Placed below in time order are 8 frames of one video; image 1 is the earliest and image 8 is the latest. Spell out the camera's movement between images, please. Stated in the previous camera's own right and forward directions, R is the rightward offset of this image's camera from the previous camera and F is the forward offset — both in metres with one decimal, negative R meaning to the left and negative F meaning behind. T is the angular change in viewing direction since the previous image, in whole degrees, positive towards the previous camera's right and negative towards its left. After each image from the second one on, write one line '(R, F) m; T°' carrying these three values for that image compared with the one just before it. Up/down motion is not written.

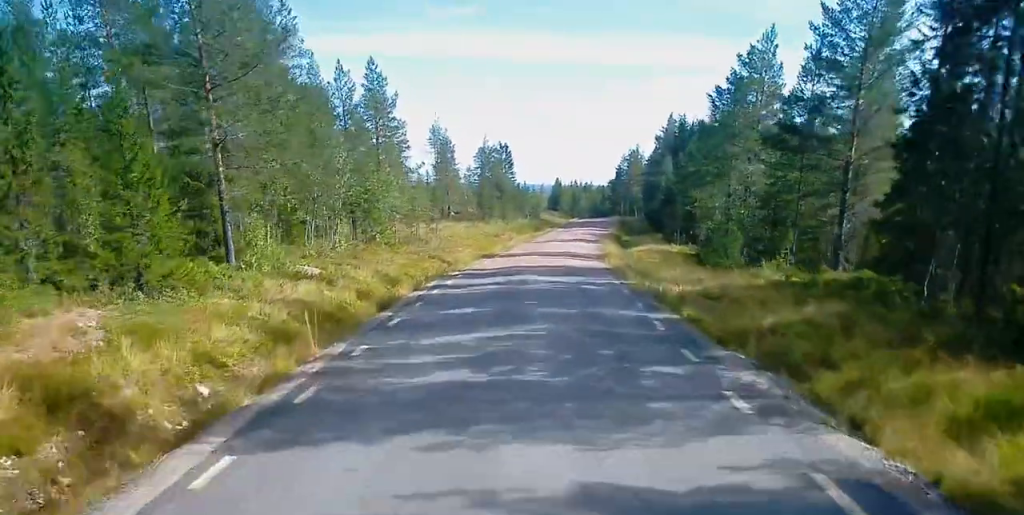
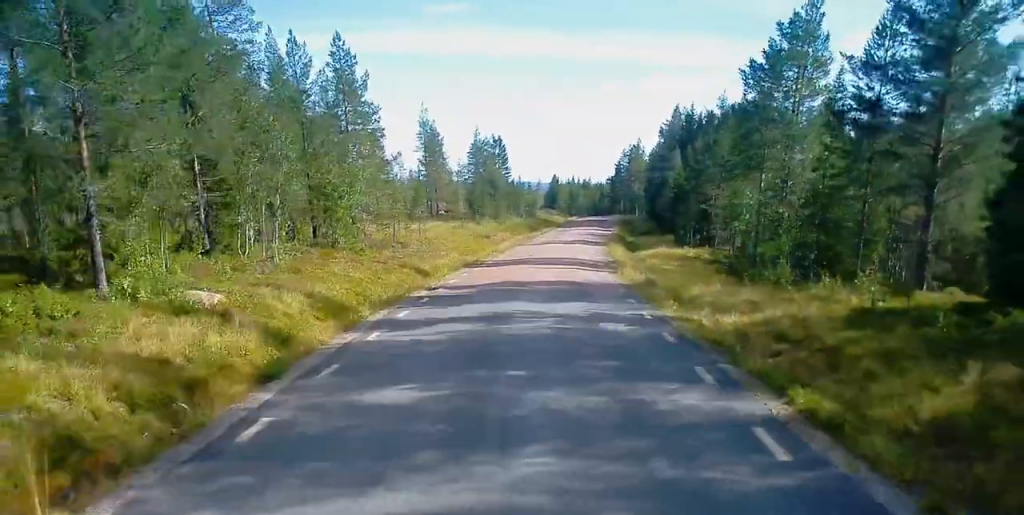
(0.0, +7.6) m; +1°
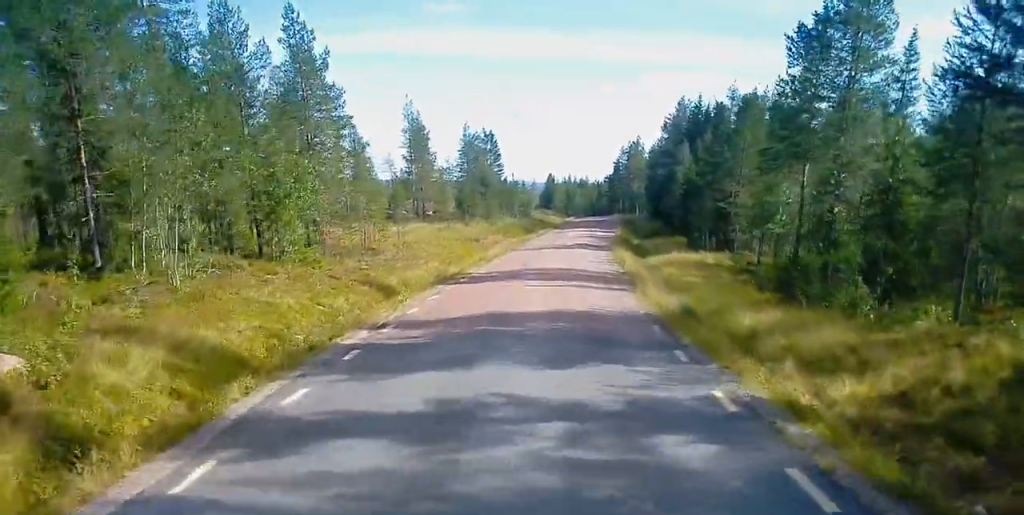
(-0.1, +7.4) m; +1°
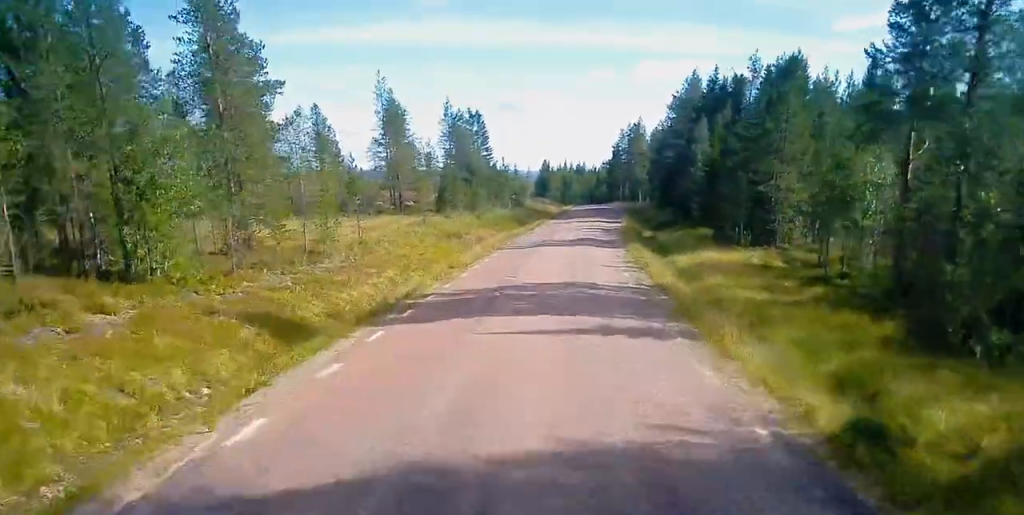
(+0.2, +10.4) m; +1°
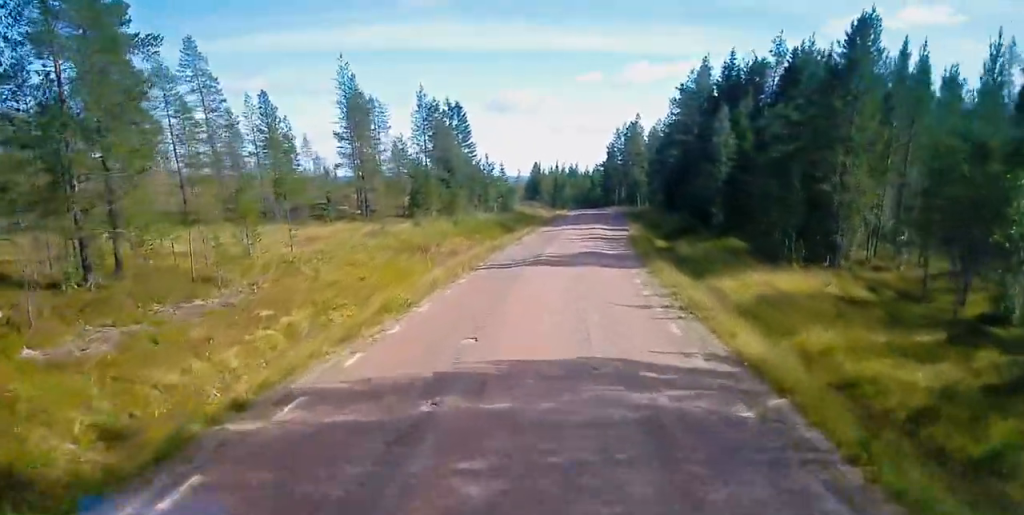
(+0.1, +10.6) m; +1°
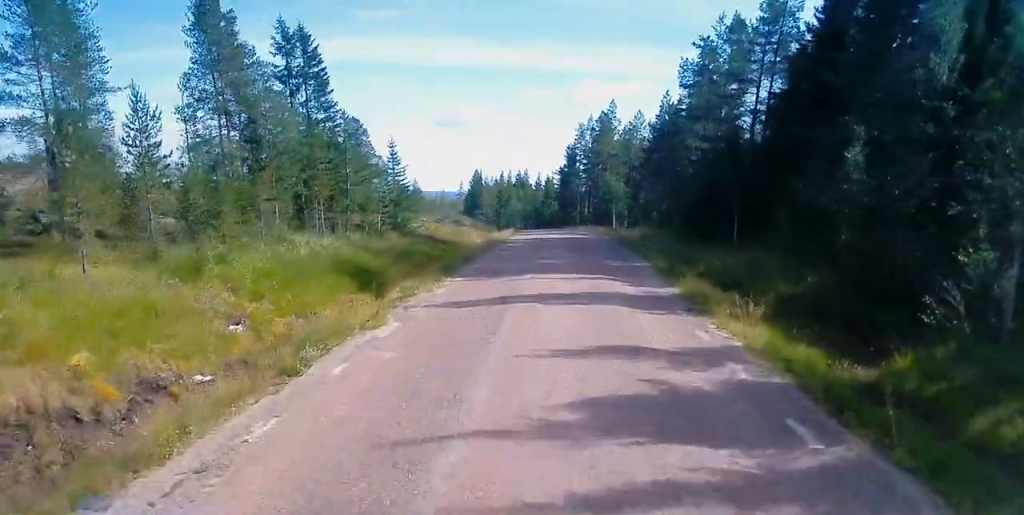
(0.0, +36.0) m; 0°
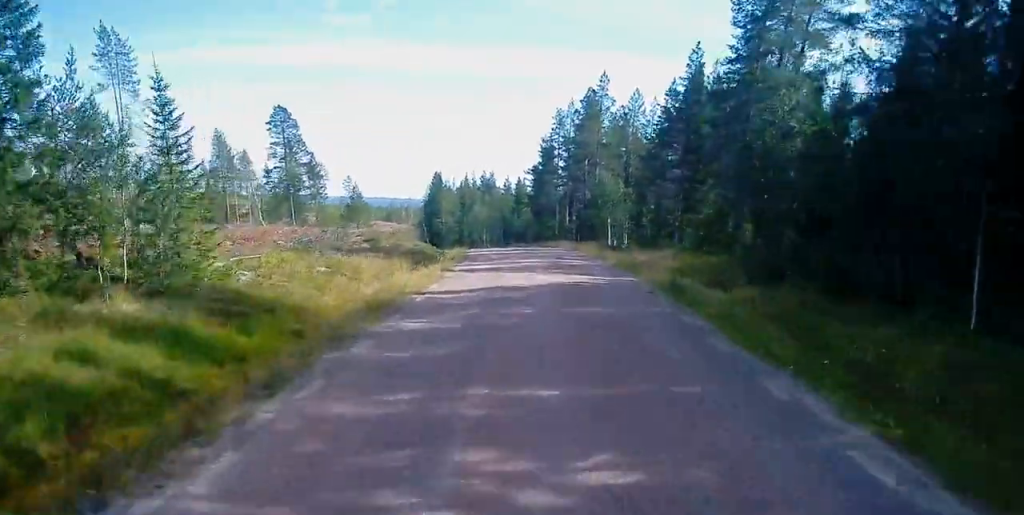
(0.0, +24.5) m; 0°
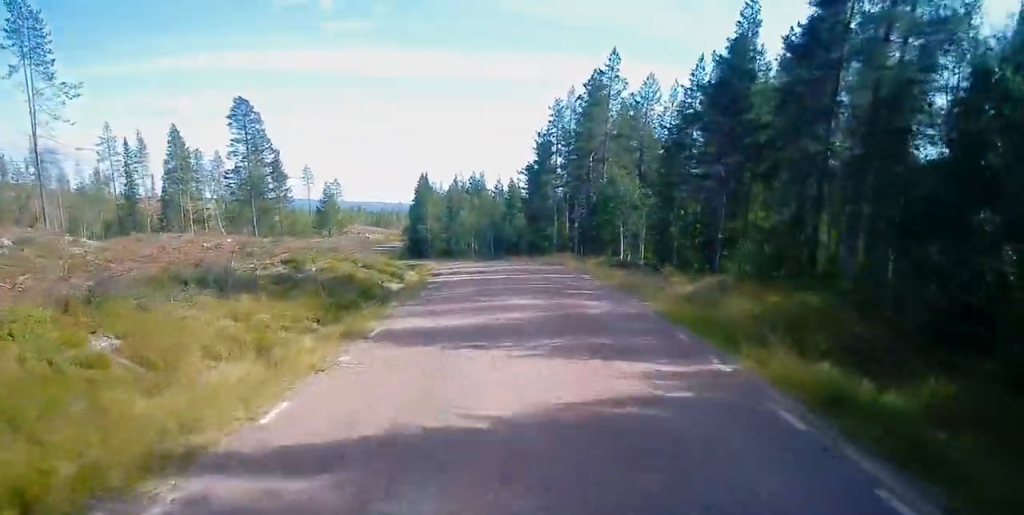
(0.0, +12.8) m; 0°
